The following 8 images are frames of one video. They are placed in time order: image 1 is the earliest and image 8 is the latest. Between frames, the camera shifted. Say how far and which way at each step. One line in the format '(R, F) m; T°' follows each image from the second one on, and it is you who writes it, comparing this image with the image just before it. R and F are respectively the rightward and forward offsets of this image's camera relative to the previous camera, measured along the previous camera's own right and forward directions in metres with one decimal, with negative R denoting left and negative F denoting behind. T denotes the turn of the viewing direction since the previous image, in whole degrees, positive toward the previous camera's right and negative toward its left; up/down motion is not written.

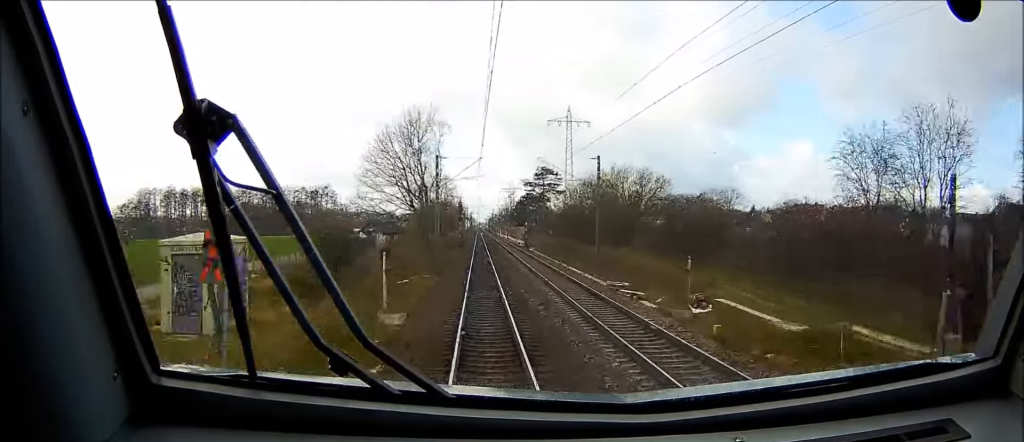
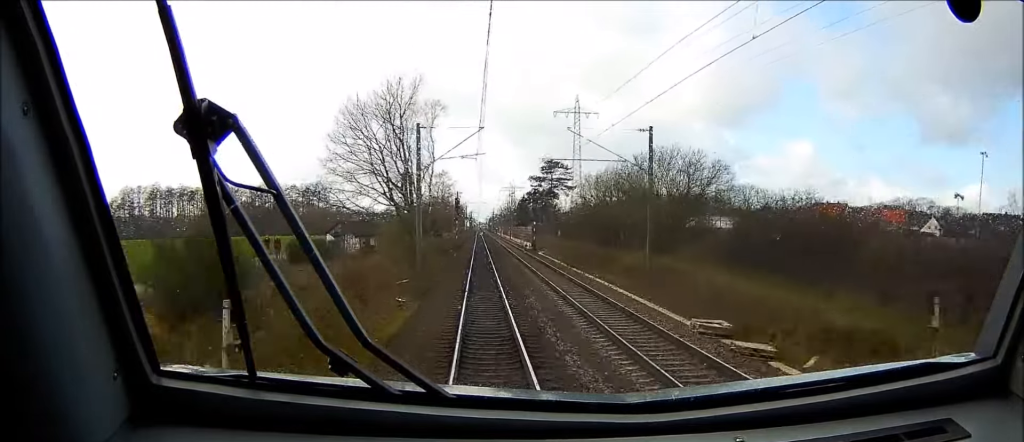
(0.0, +14.4) m; 0°
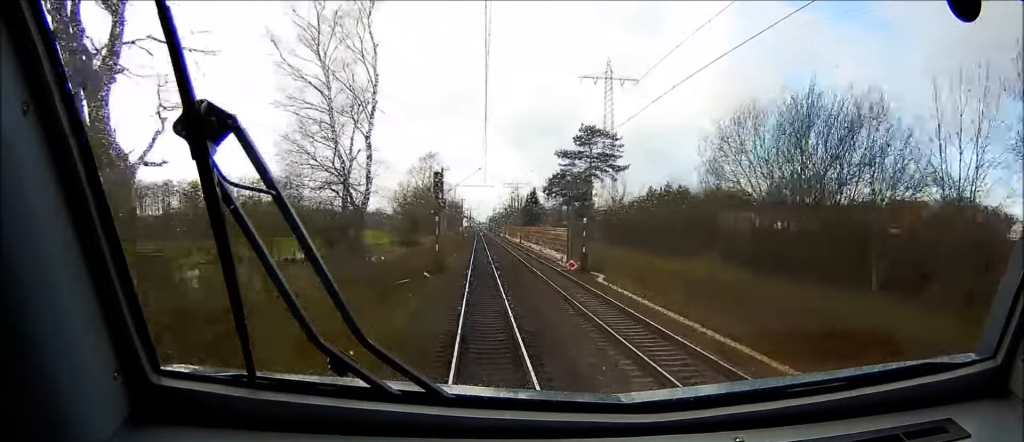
(+0.8, +43.2) m; +1°
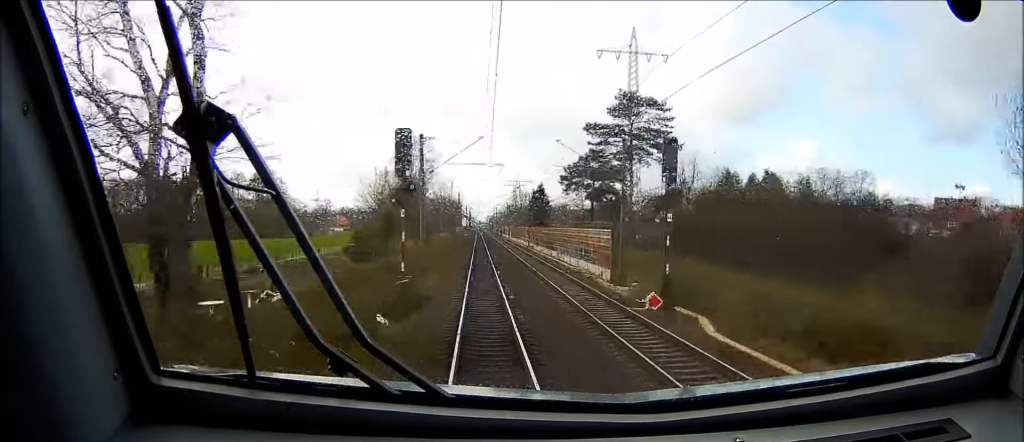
(-0.2, +21.9) m; -1°
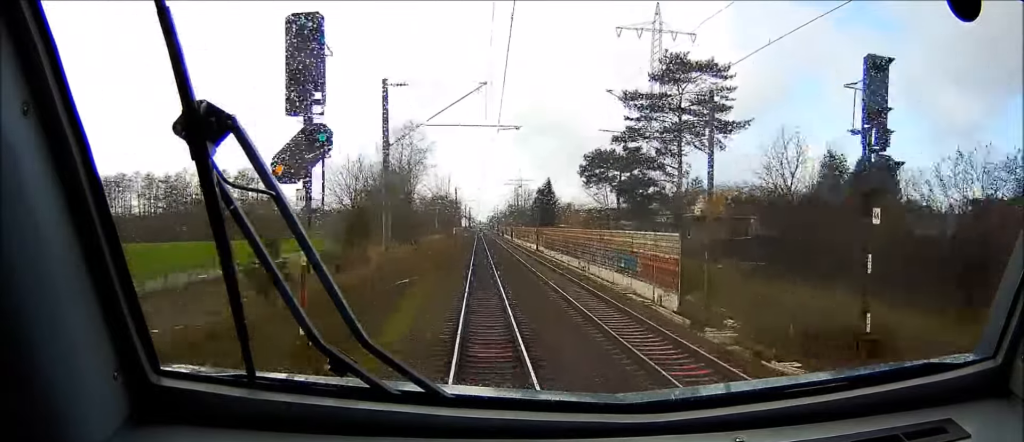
(-0.3, +15.0) m; -1°
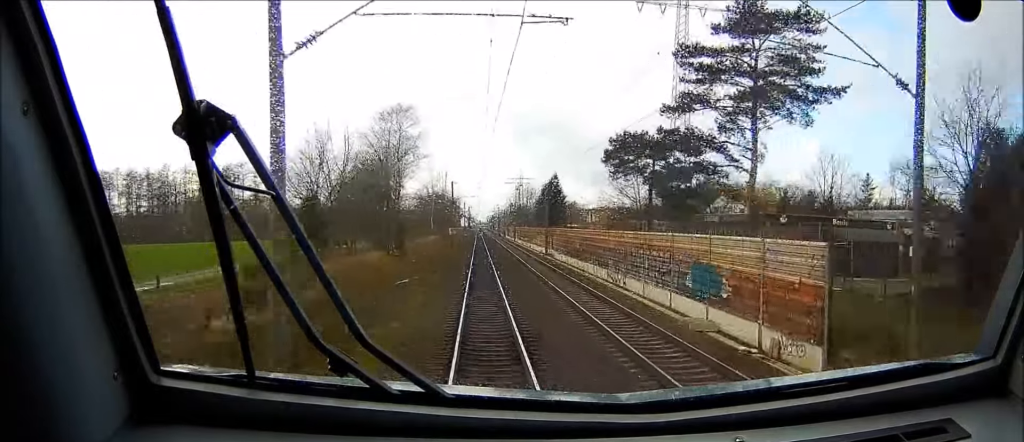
(+0.1, +14.0) m; 0°
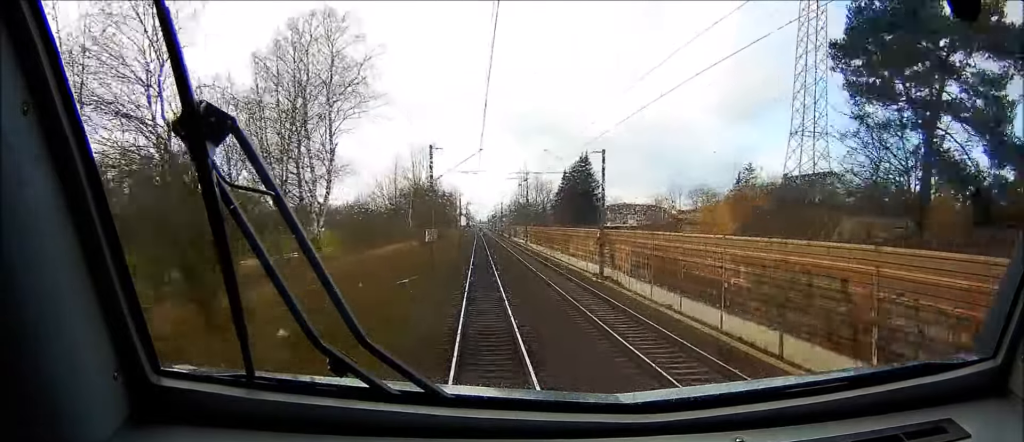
(0.0, +37.0) m; 0°
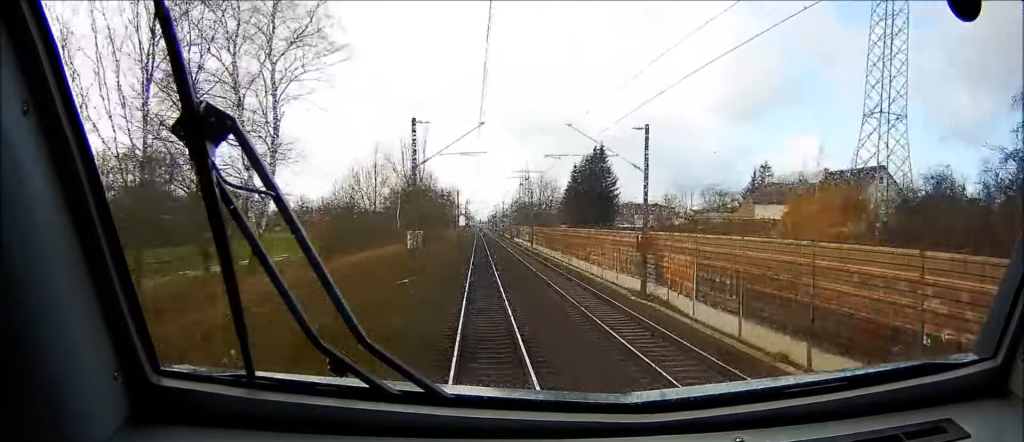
(0.0, +12.9) m; 0°
